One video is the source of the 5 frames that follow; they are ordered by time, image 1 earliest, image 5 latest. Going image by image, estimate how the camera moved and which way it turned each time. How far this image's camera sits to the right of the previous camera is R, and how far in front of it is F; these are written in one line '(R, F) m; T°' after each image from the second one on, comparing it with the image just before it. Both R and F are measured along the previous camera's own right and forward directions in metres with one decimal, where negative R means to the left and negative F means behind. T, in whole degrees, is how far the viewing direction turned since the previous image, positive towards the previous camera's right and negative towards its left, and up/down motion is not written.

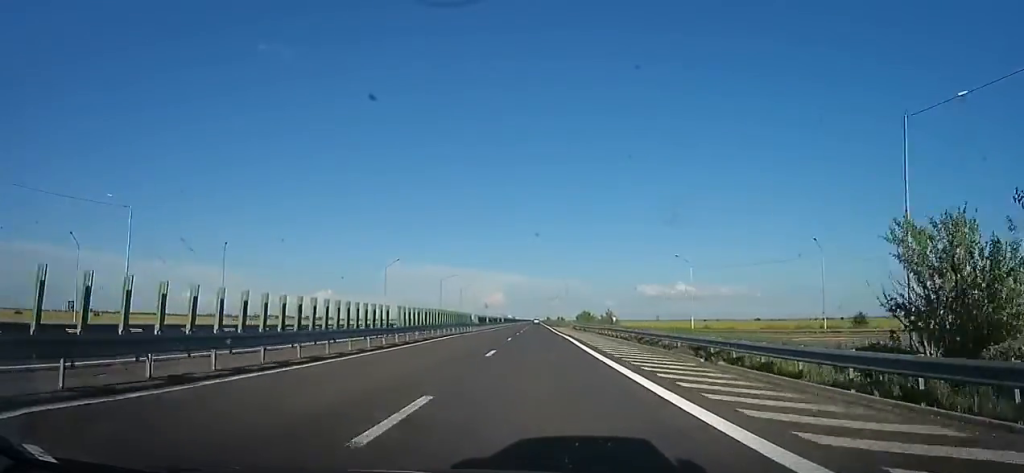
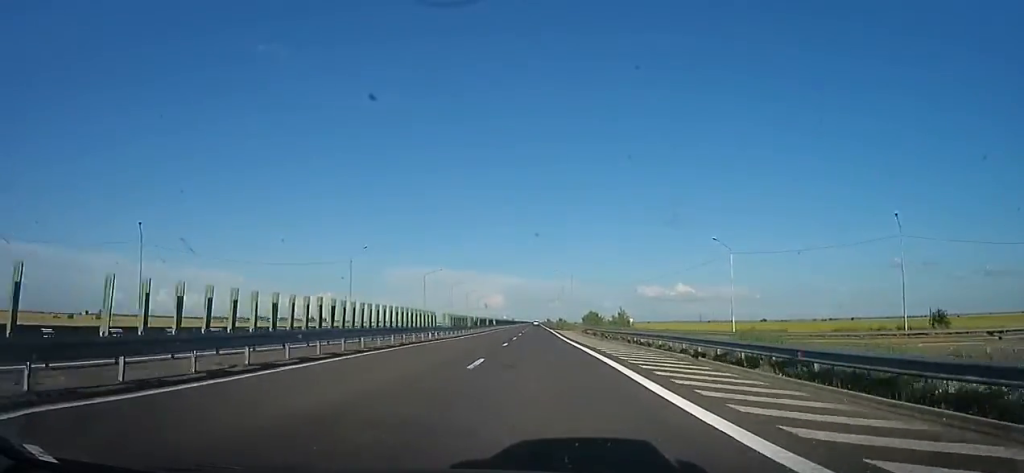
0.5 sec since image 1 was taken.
(0.0, +16.6) m; +1°
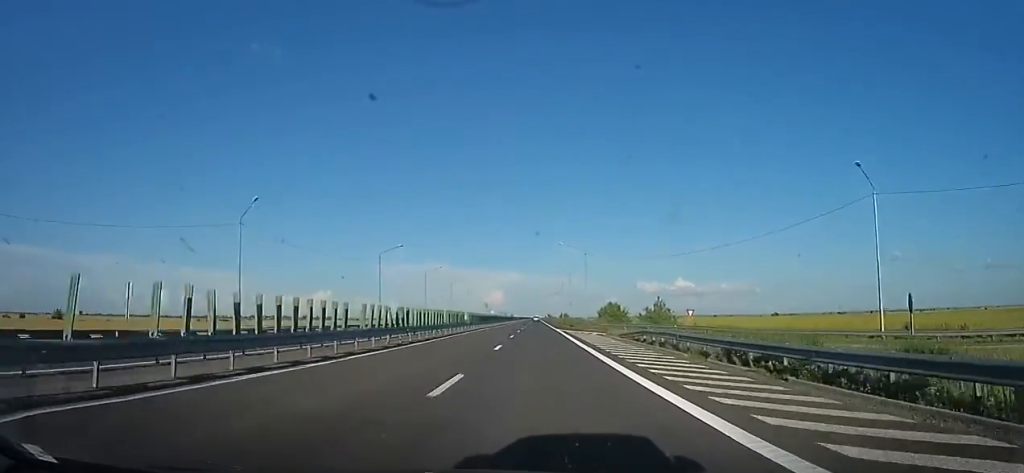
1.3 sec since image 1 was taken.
(+1.0, +28.5) m; 0°
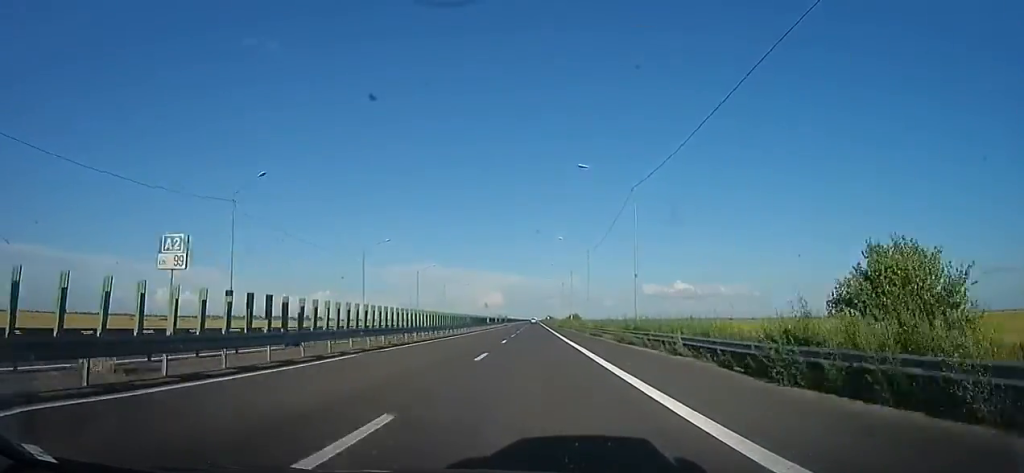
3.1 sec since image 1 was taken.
(-0.2, +66.0) m; 0°
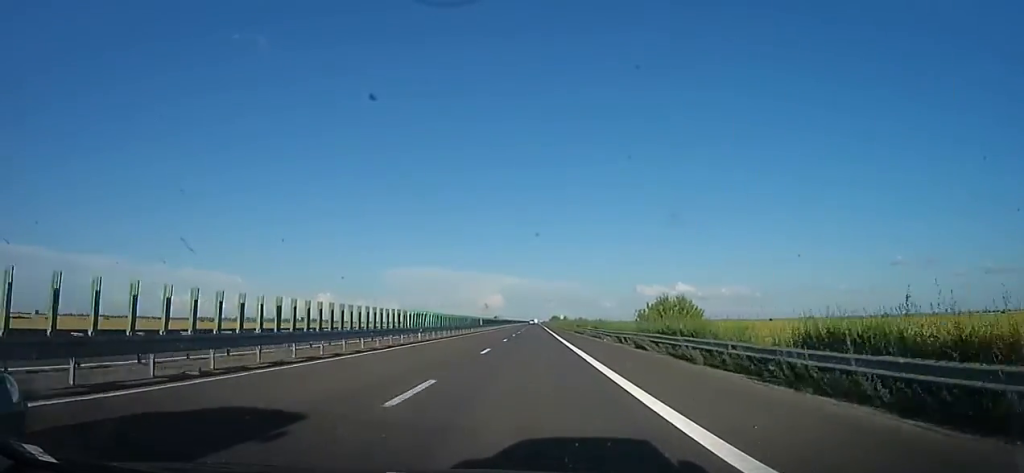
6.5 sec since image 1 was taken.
(-1.2, +118.5) m; -1°
